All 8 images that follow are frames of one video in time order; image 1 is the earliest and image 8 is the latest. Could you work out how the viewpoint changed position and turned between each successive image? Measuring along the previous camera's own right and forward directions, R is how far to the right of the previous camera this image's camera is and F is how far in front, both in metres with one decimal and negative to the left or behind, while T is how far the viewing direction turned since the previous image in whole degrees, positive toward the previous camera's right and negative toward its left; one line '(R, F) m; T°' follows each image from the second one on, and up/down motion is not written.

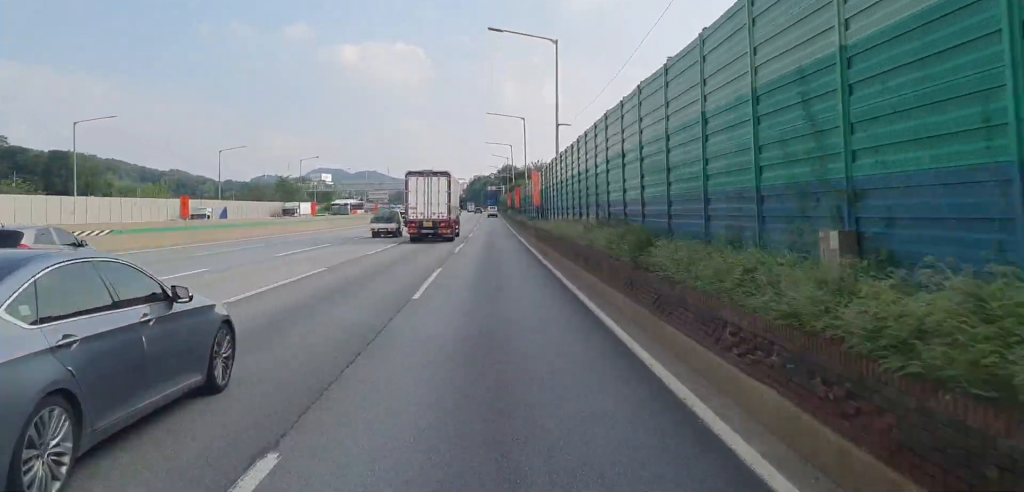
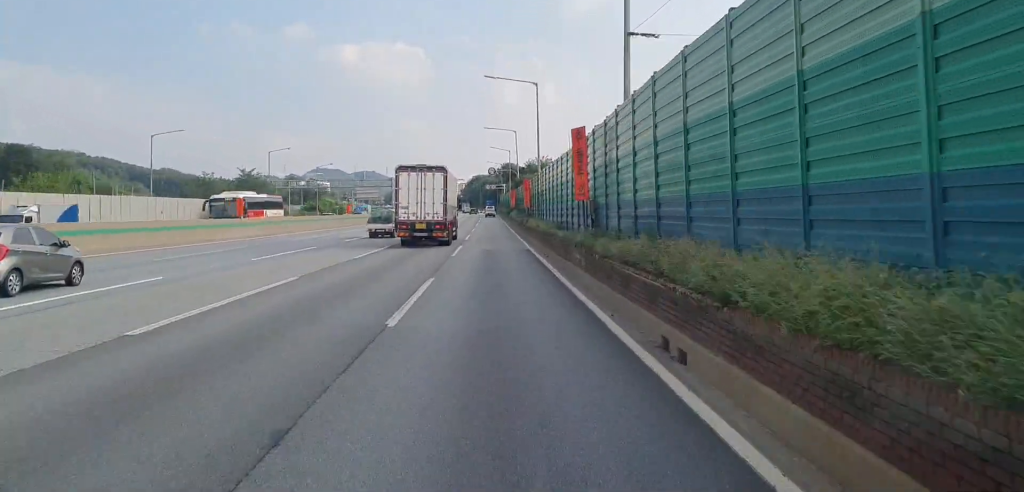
(+0.2, +21.3) m; 0°
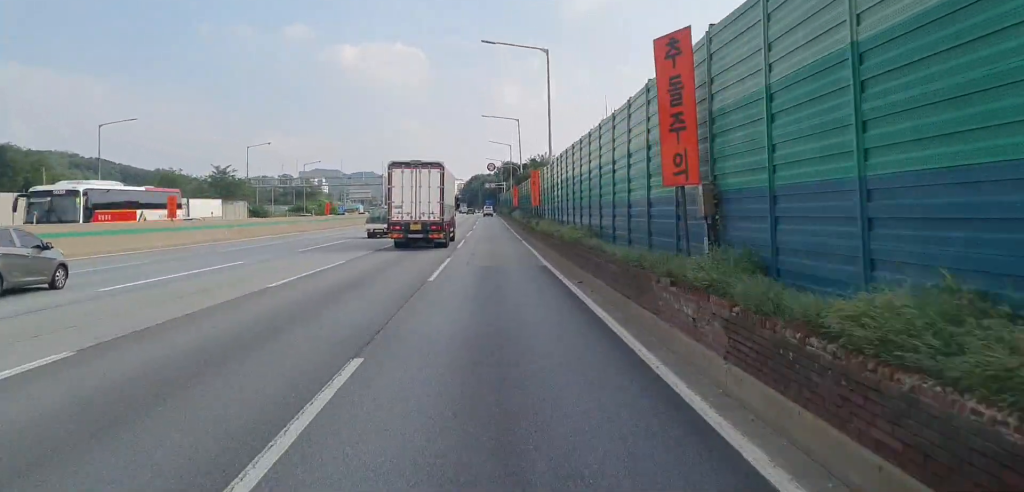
(0.0, +12.0) m; 0°
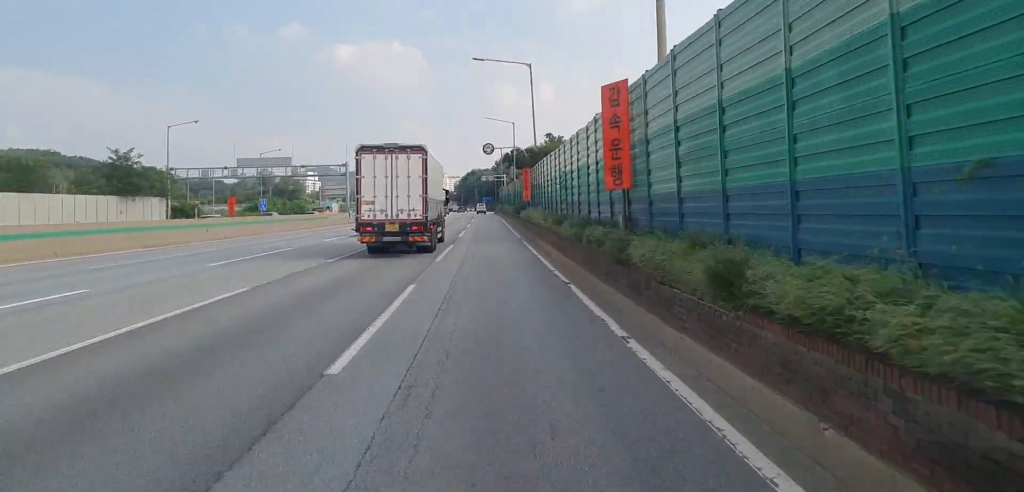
(0.0, +27.9) m; +1°
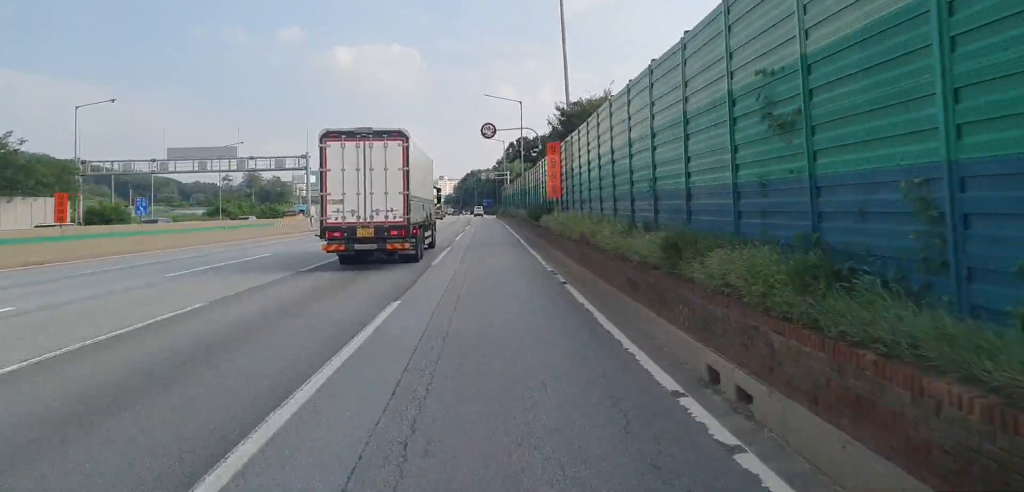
(+0.3, +20.6) m; 0°
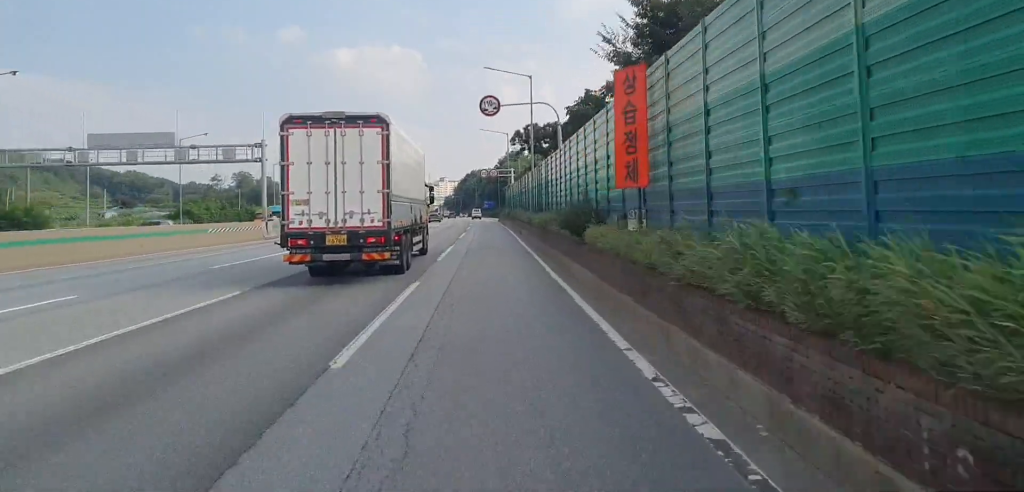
(-0.1, +15.1) m; 0°
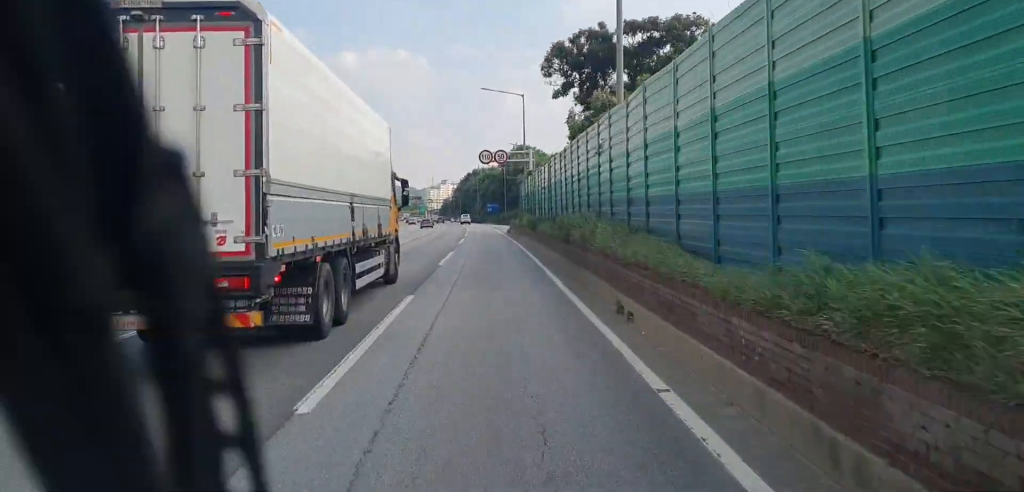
(-0.2, +37.8) m; 0°
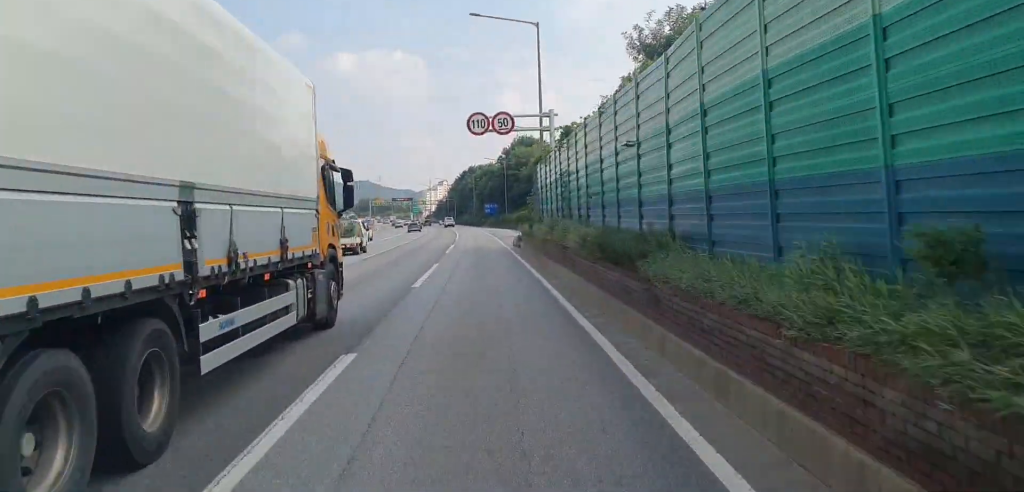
(0.0, +24.7) m; -1°
